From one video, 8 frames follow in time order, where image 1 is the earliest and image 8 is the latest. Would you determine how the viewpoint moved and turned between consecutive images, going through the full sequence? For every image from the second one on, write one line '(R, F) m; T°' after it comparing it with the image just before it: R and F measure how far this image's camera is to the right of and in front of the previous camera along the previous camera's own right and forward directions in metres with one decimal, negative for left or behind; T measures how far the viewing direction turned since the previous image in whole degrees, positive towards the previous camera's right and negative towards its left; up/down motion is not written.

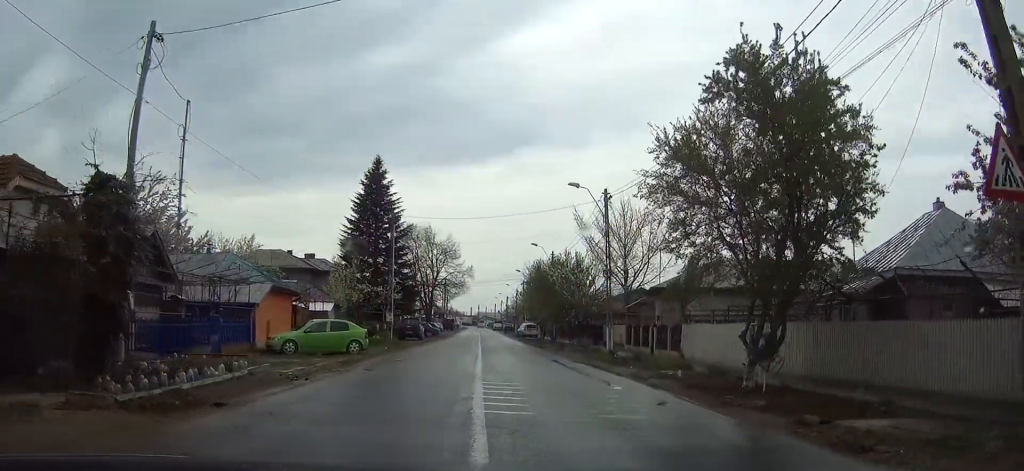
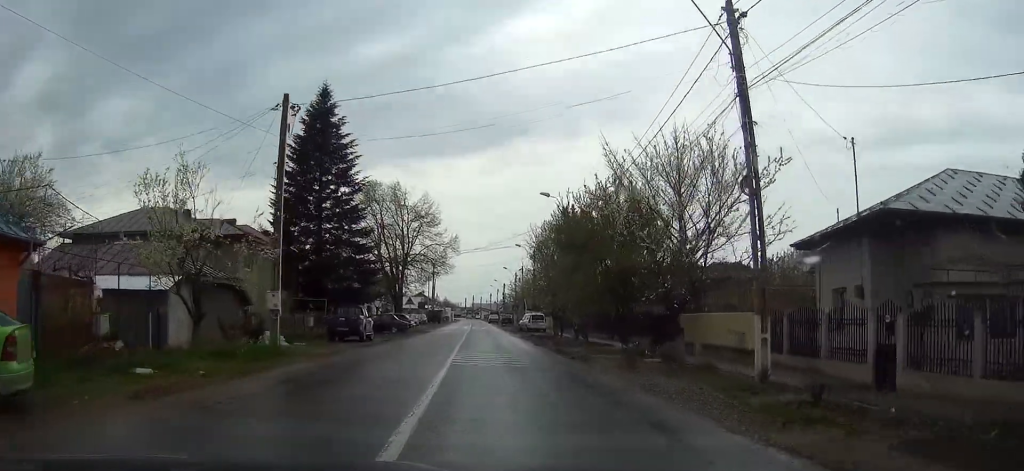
(+0.2, +22.2) m; +2°
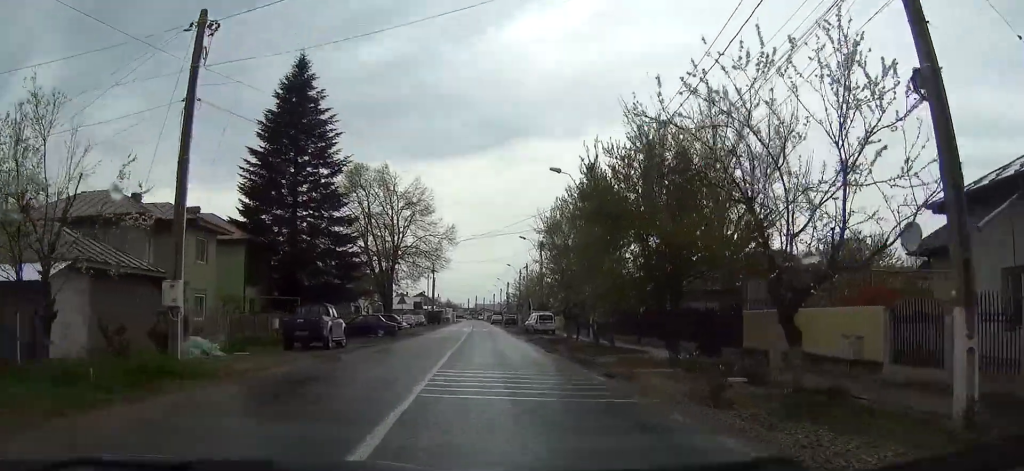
(+0.1, +7.2) m; 0°
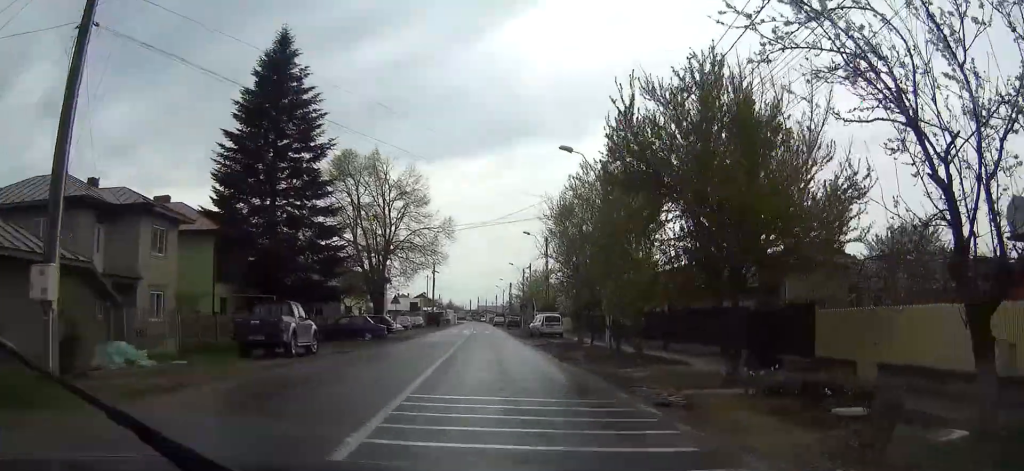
(0.0, +4.8) m; -1°
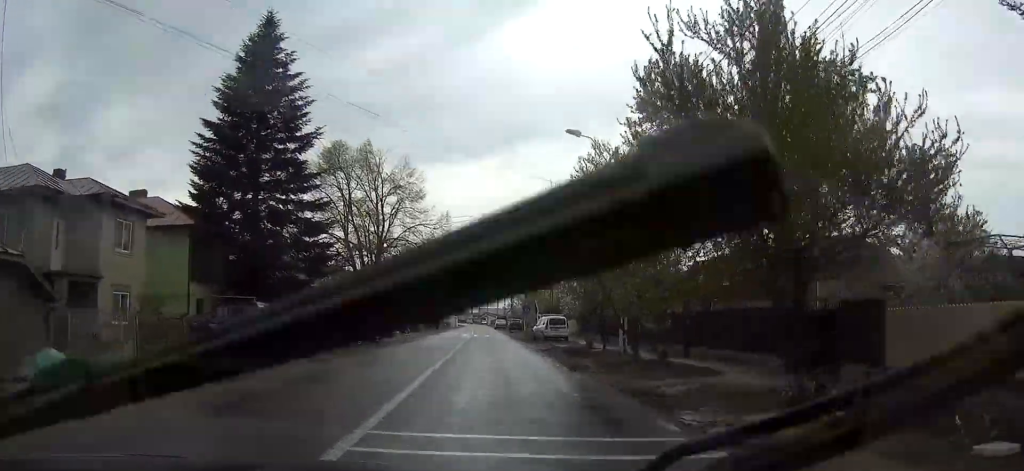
(0.0, +3.2) m; -1°
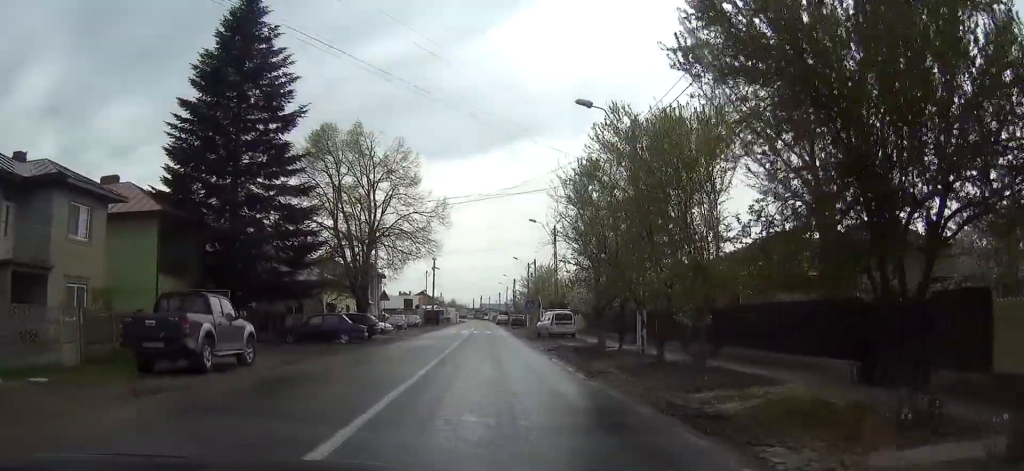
(-0.1, +3.3) m; -1°
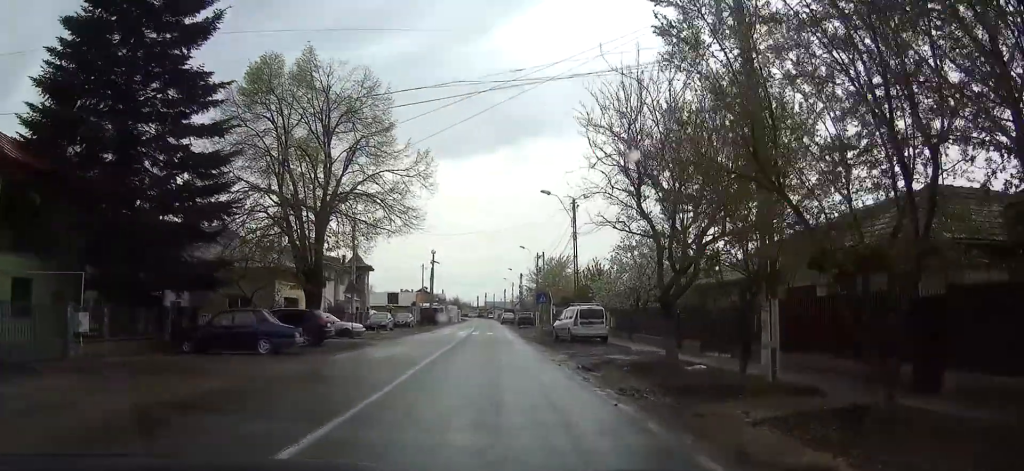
(-0.3, +11.9) m; -2°
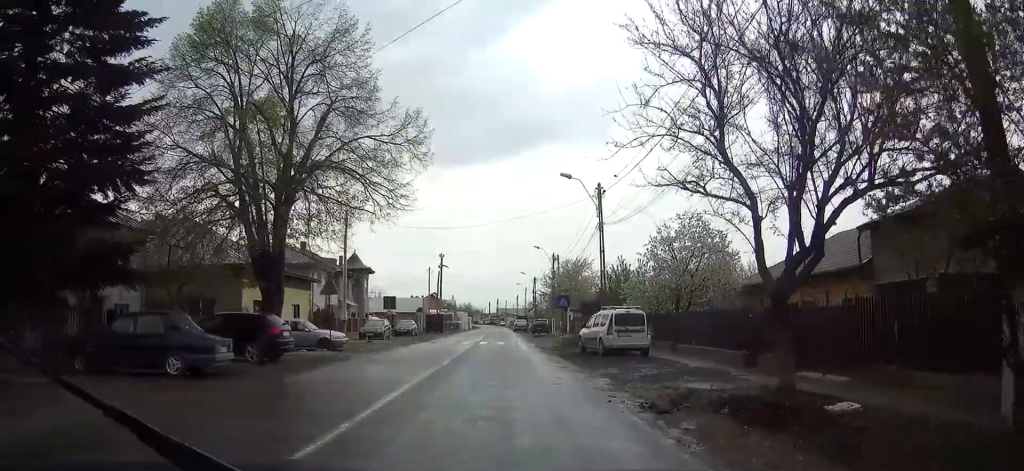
(-0.1, +7.4) m; -1°
